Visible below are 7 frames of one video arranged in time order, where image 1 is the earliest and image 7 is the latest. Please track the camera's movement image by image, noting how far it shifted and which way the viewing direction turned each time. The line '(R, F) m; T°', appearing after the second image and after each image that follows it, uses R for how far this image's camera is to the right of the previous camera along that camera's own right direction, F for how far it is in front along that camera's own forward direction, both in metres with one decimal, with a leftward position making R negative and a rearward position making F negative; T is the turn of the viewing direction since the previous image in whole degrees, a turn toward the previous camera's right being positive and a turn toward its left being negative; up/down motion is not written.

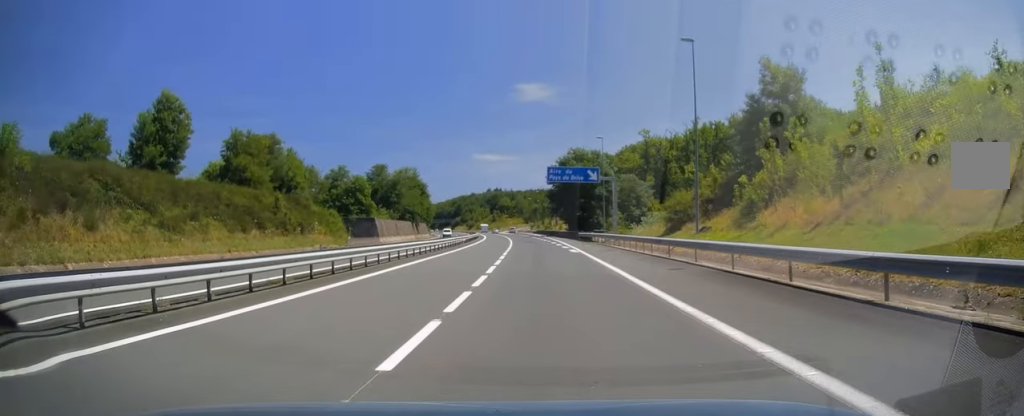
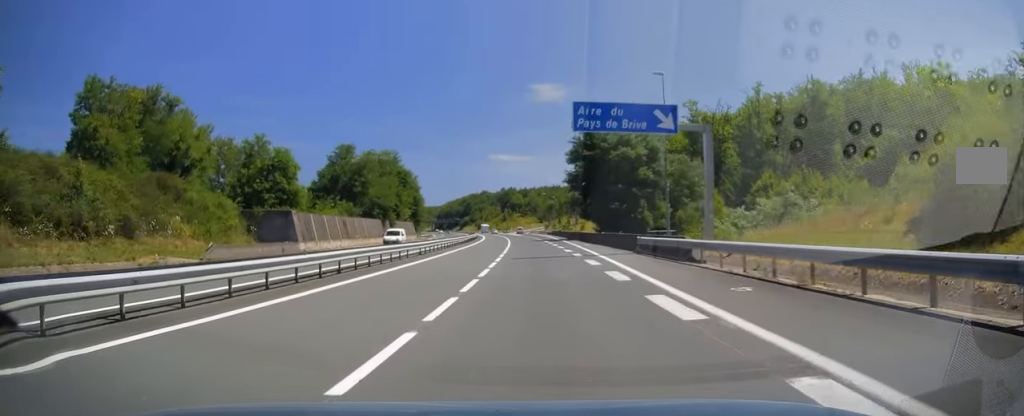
(-0.3, +31.2) m; -1°
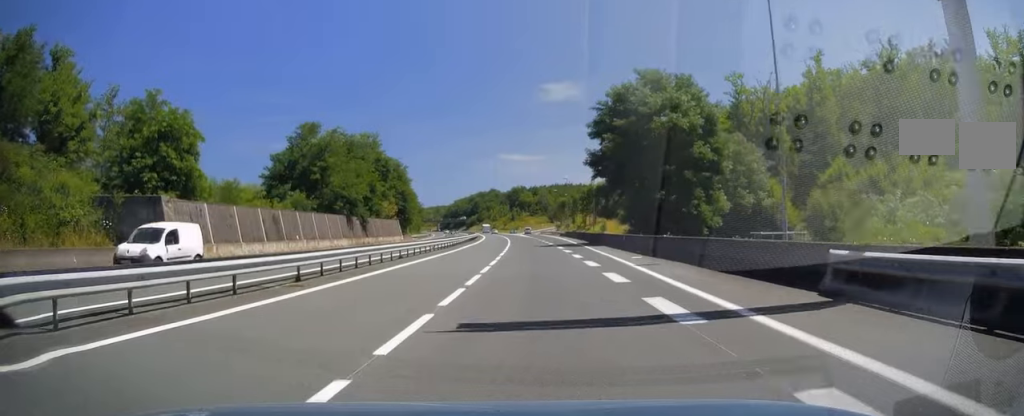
(-0.1, +19.9) m; -1°
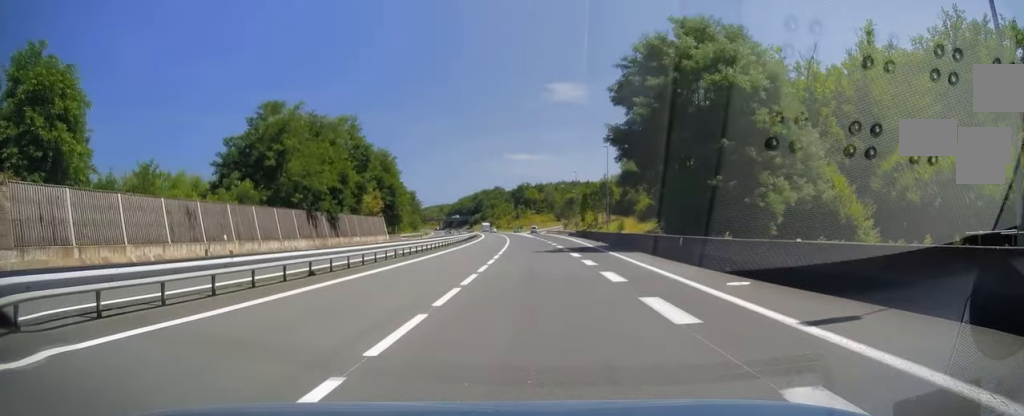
(+0.1, +13.0) m; -1°
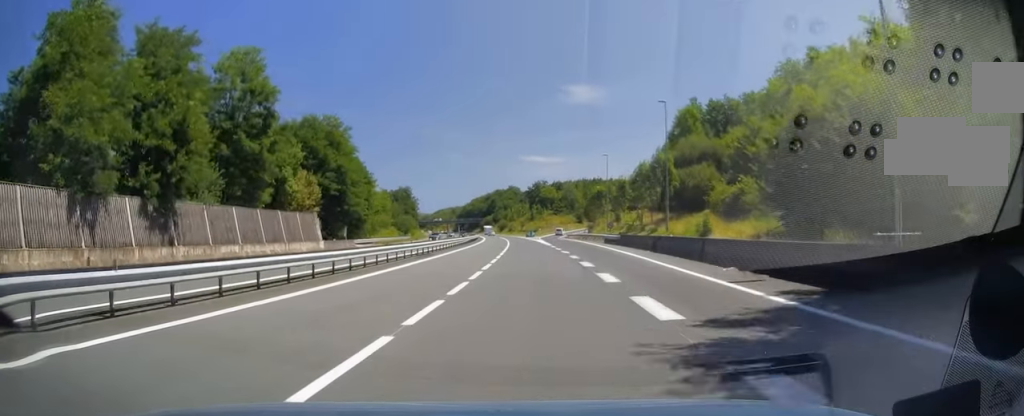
(-0.7, +31.9) m; -2°
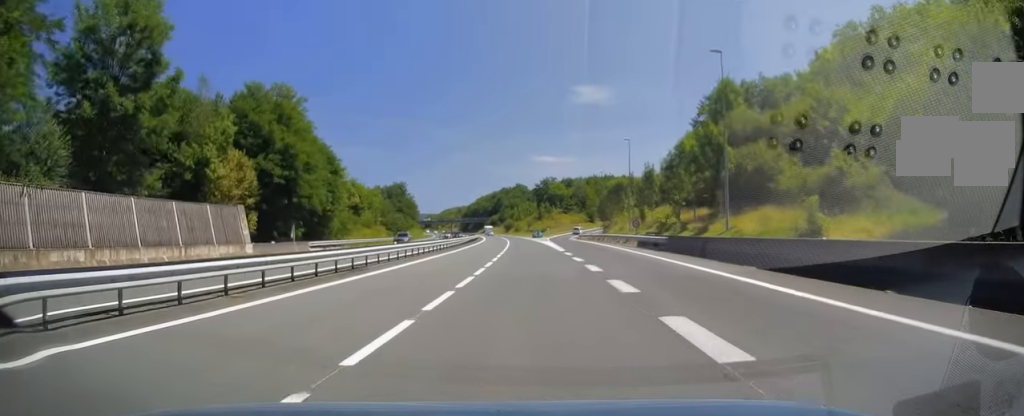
(-0.2, +15.9) m; -1°
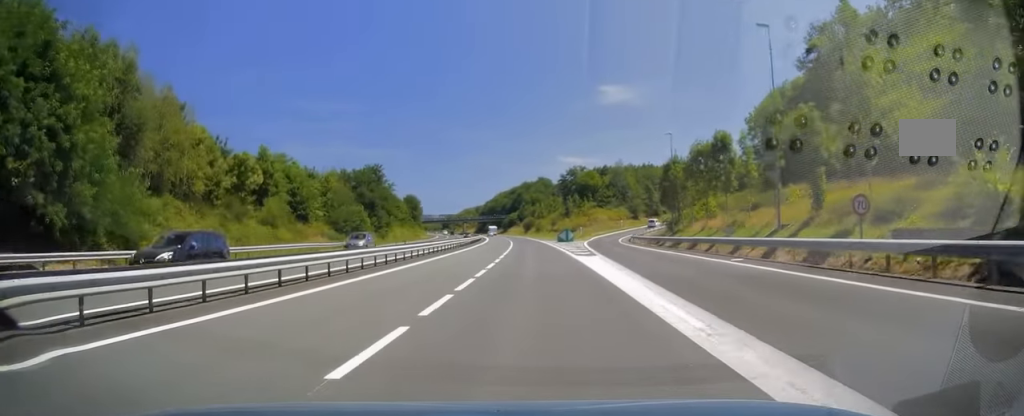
(-0.9, +43.4) m; -2°
